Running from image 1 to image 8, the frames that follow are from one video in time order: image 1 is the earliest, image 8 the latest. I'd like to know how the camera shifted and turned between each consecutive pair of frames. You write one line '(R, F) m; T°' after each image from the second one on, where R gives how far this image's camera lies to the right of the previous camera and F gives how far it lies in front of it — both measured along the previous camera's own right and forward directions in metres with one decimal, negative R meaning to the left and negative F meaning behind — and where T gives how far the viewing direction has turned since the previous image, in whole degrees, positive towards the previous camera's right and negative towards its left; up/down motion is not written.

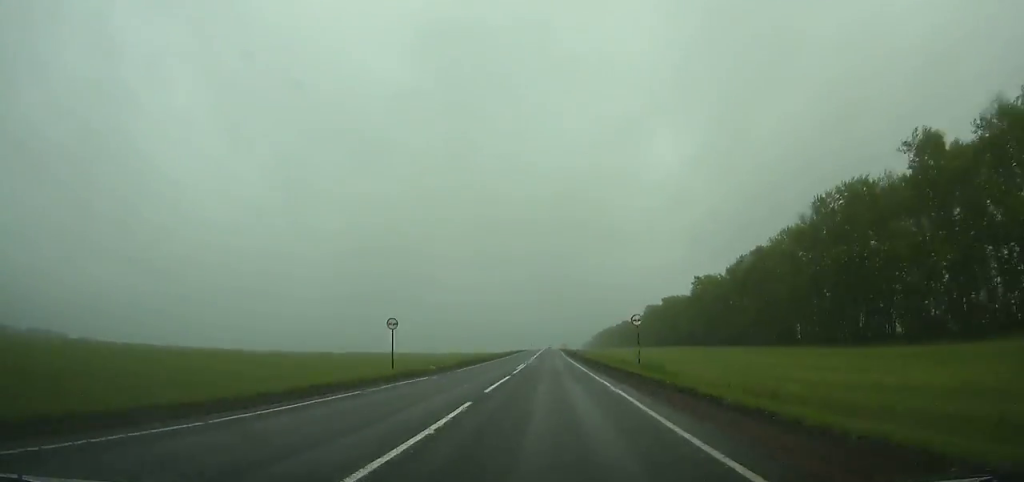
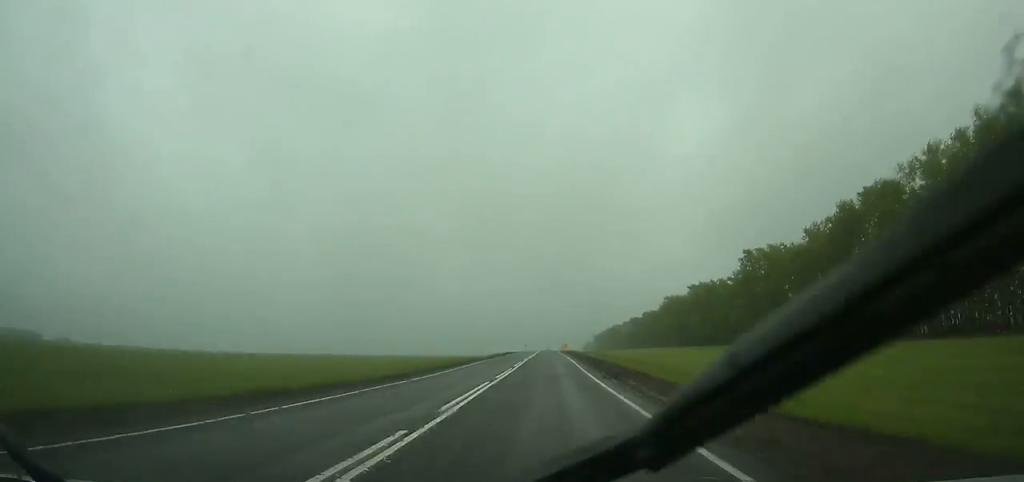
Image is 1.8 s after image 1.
(0.0, +46.6) m; 0°
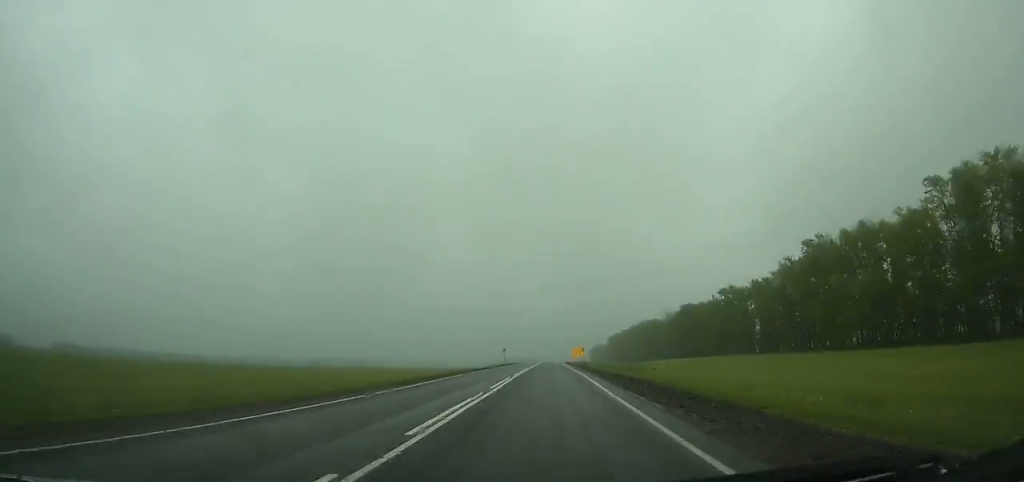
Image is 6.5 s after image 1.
(-0.5, +121.2) m; 0°
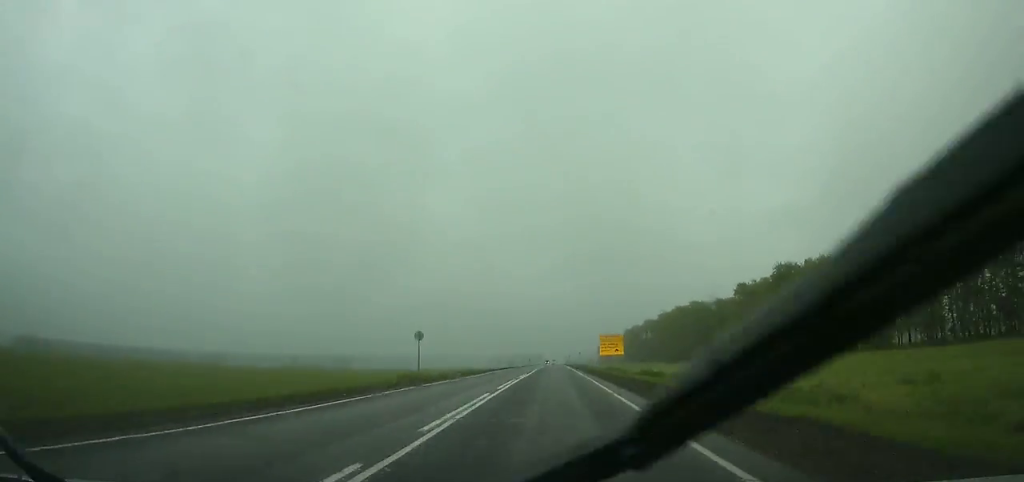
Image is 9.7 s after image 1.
(+0.4, +82.0) m; 0°
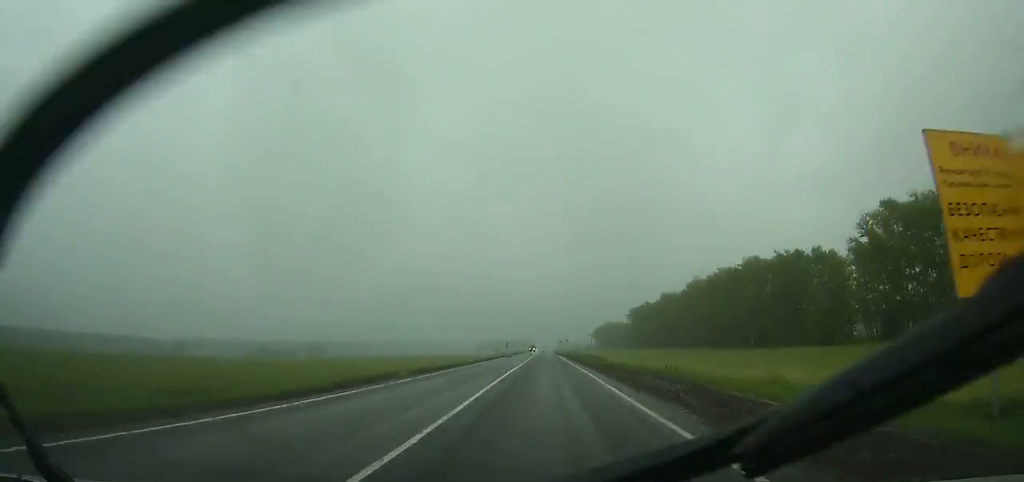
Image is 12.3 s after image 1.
(+0.1, +66.2) m; 0°
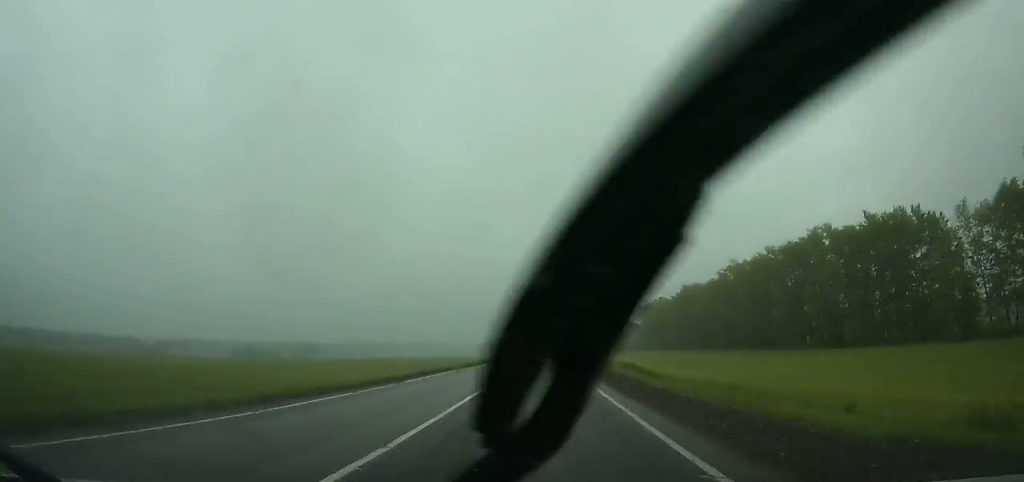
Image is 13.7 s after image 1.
(+0.1, +35.4) m; 0°
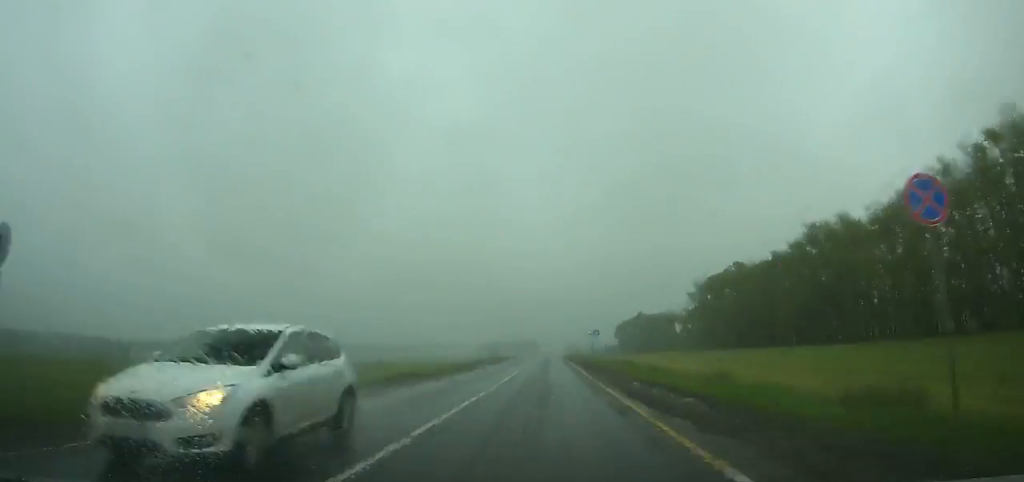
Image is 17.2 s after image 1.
(-0.1, +87.8) m; 0°
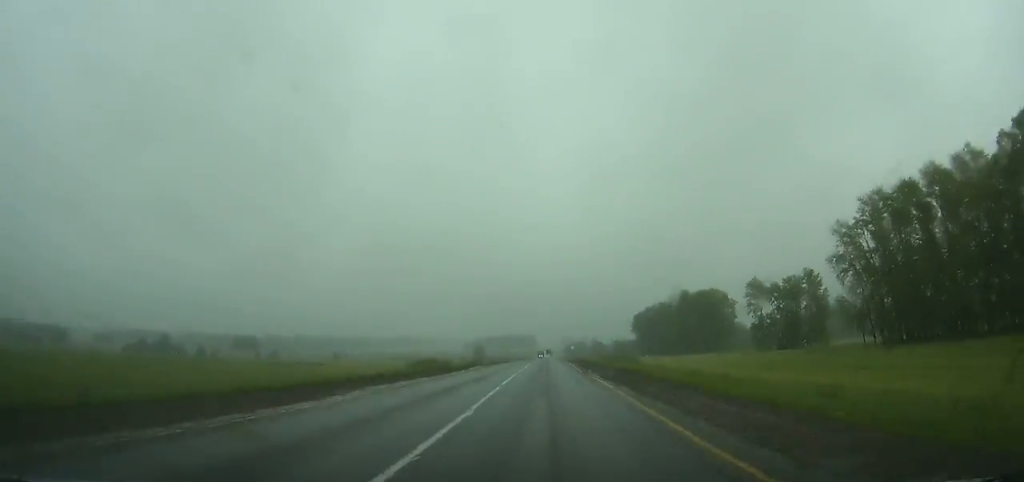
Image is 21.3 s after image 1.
(-0.1, +101.2) m; 0°
